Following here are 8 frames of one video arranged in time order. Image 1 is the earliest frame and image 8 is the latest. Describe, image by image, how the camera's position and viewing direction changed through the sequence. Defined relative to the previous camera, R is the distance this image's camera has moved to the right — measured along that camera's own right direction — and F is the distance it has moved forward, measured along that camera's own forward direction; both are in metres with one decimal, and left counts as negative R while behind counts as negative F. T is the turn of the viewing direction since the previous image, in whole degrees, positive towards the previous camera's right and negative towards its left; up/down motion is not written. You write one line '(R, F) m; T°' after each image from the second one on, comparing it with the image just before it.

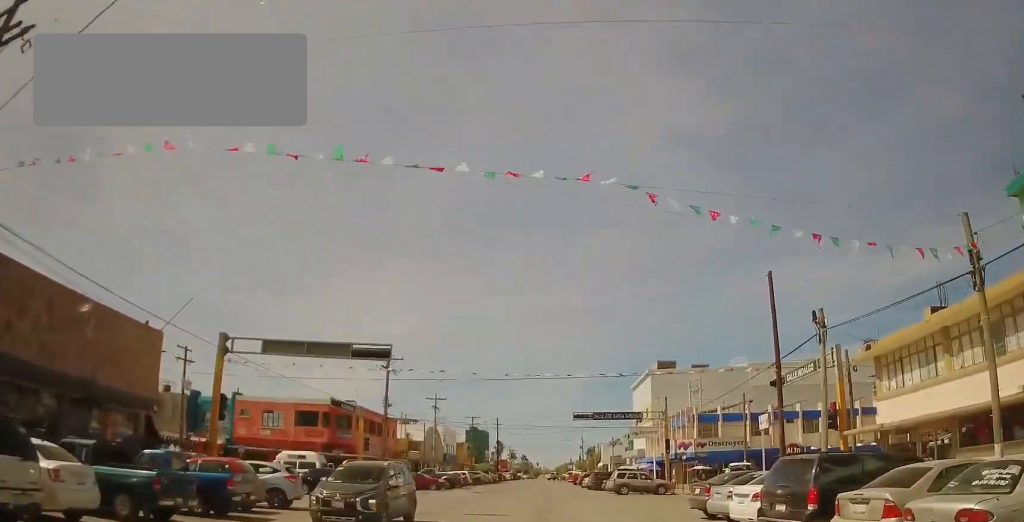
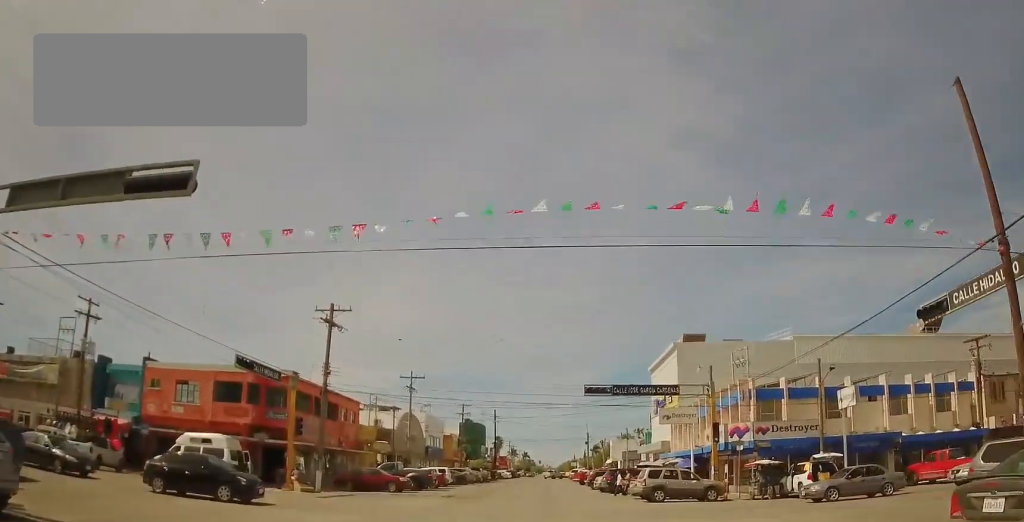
(-0.7, +12.8) m; -3°
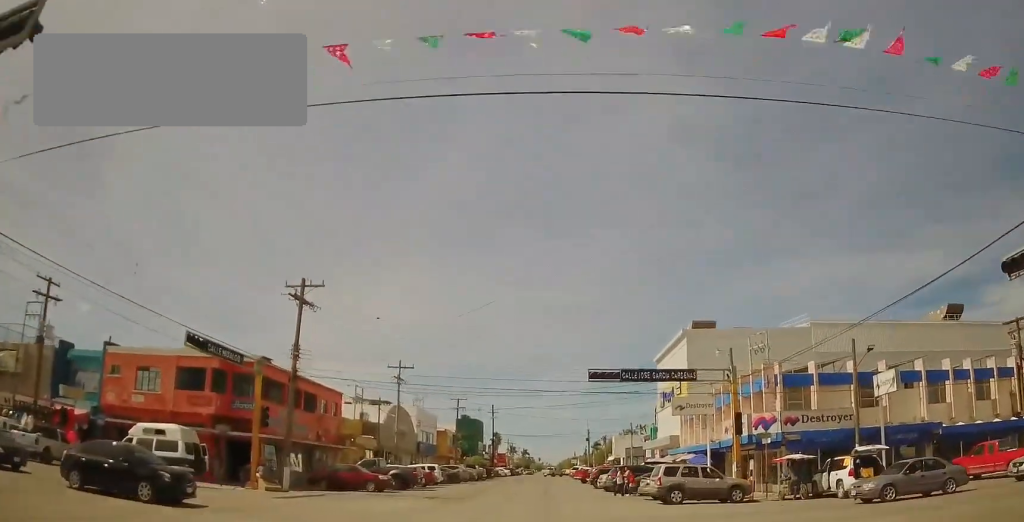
(0.0, +4.2) m; 0°
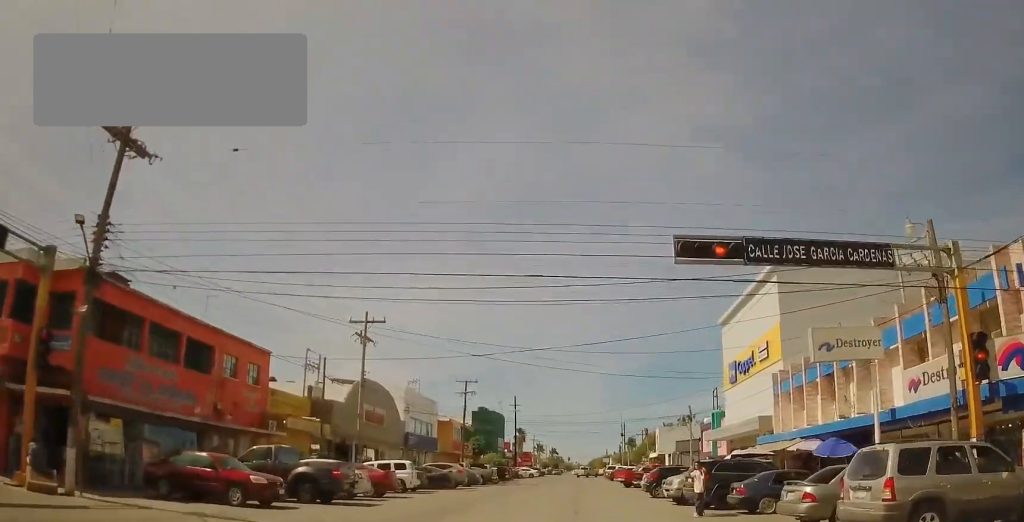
(0.0, +17.2) m; +2°
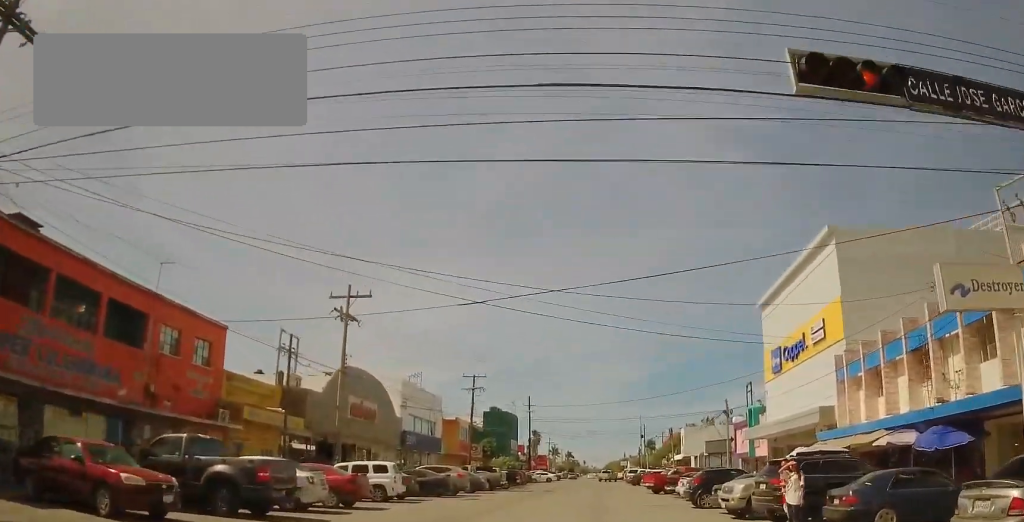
(+0.2, +6.9) m; +1°
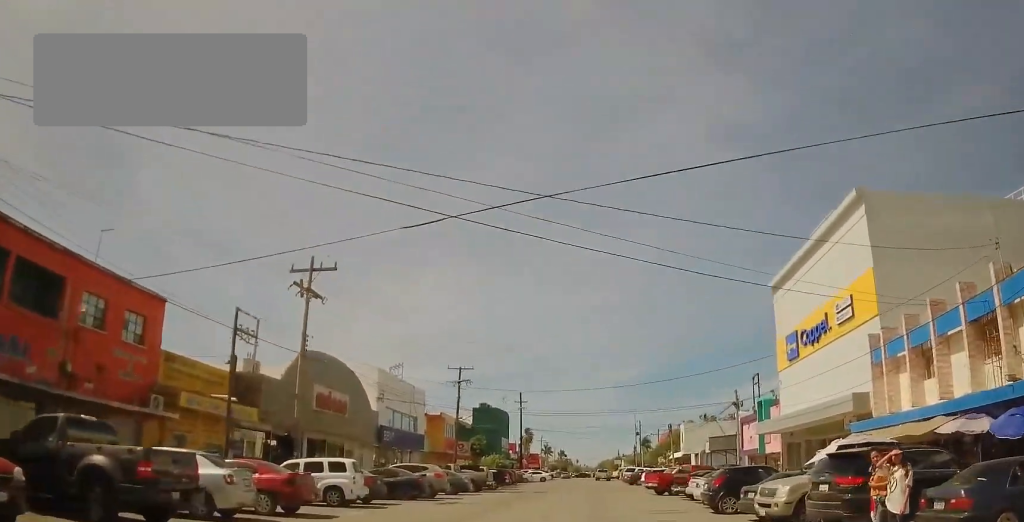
(+0.2, +4.7) m; 0°
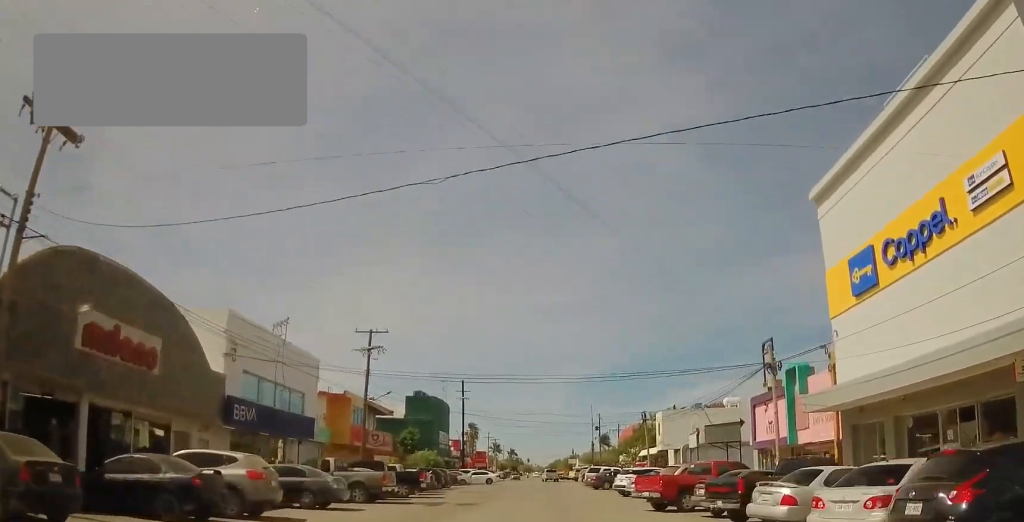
(-0.1, +15.2) m; +2°
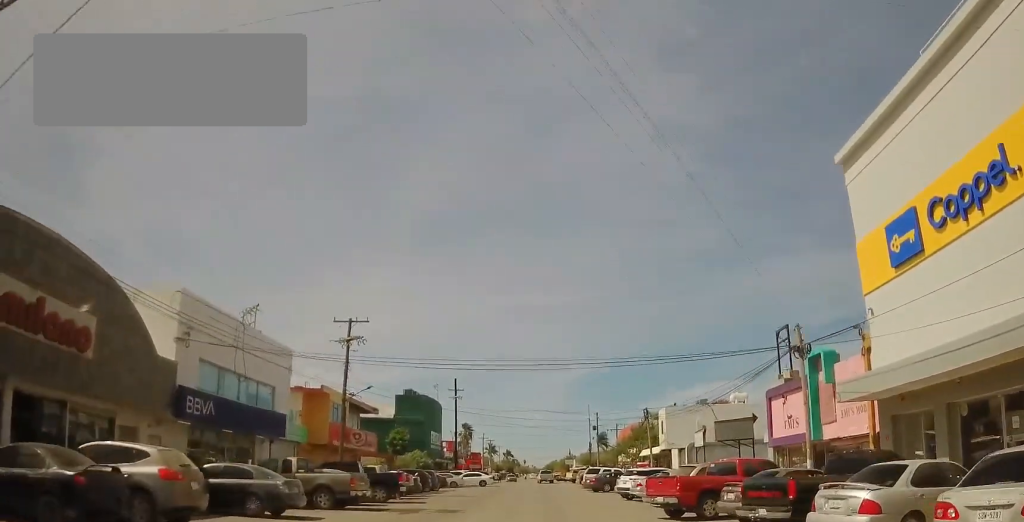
(+0.1, +3.6) m; +1°
